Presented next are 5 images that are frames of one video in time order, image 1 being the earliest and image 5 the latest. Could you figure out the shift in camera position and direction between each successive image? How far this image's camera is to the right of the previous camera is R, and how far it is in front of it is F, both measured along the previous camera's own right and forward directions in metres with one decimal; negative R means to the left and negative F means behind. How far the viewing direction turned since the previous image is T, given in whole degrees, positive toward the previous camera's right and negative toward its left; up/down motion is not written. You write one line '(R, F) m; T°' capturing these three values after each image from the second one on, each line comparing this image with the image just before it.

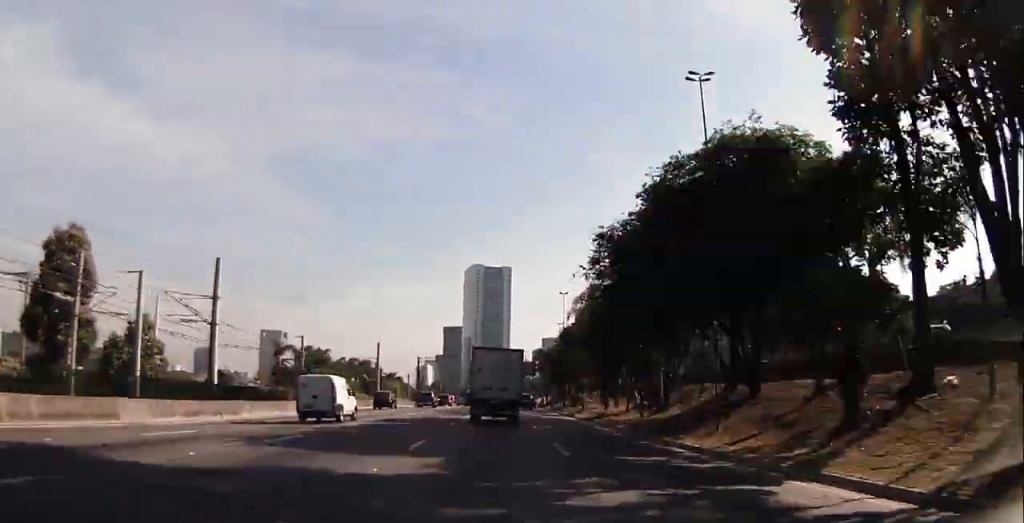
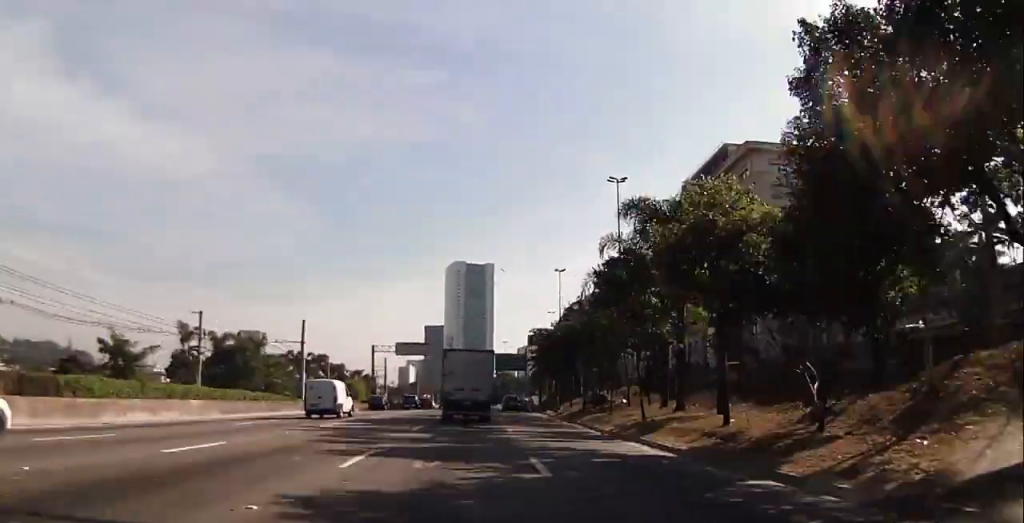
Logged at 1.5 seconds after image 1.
(+0.1, +25.9) m; 0°
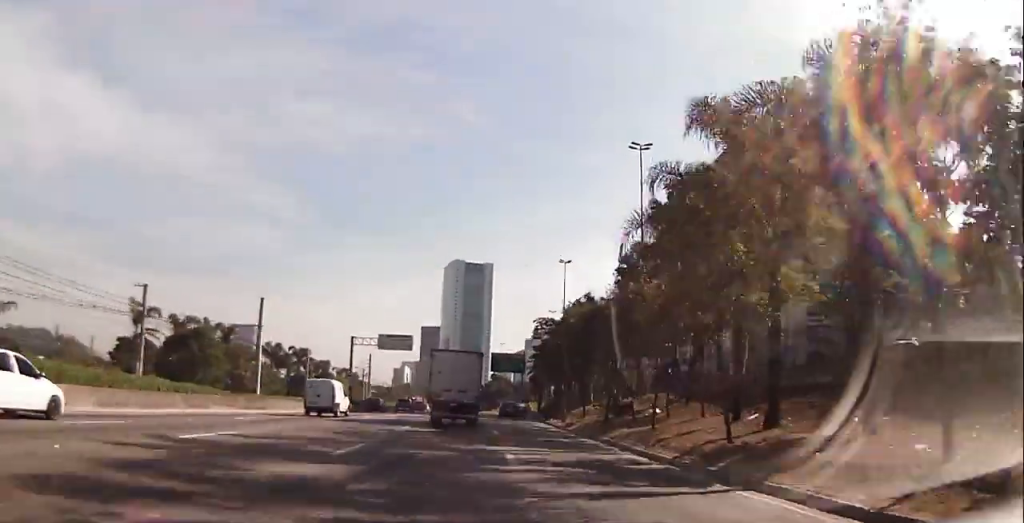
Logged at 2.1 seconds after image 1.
(0.0, +10.2) m; 0°
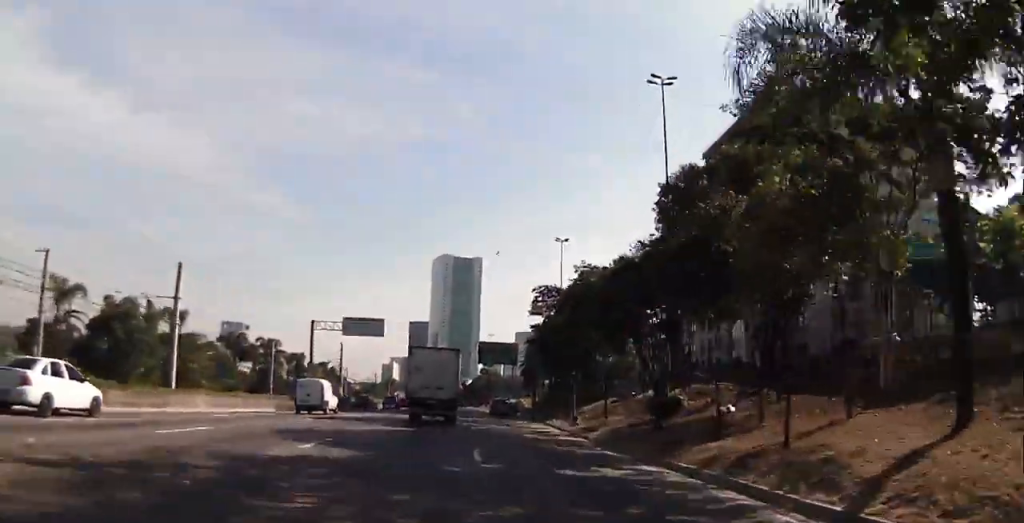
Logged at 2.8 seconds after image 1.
(0.0, +11.9) m; -1°
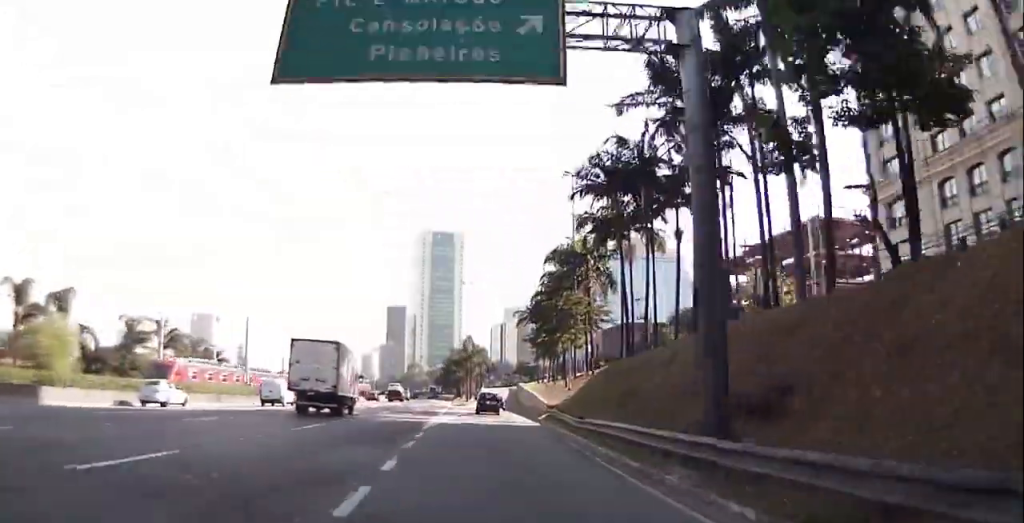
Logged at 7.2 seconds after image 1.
(+1.0, +71.4) m; +1°
